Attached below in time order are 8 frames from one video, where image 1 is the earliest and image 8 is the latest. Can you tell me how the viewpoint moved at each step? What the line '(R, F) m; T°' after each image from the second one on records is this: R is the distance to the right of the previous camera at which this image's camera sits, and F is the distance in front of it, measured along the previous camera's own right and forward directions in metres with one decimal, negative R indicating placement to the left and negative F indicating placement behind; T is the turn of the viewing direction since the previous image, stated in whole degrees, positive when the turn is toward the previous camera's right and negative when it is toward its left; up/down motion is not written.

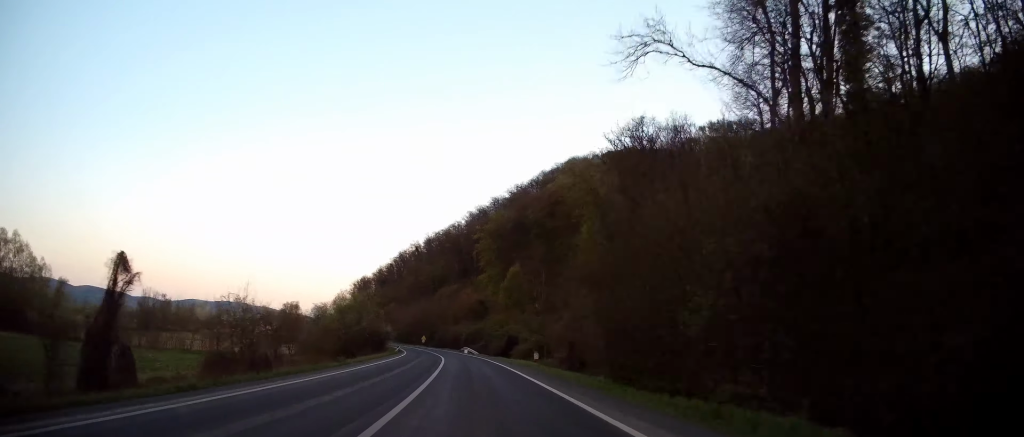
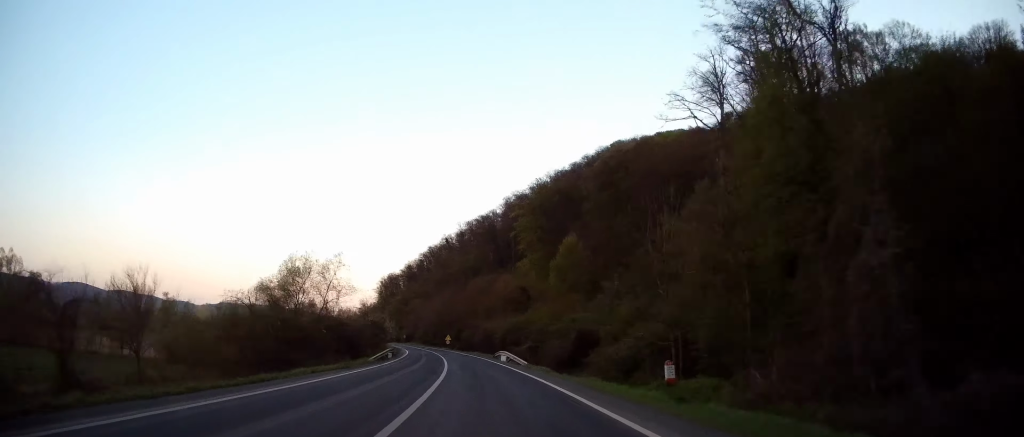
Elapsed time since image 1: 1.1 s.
(-0.8, +30.5) m; -3°
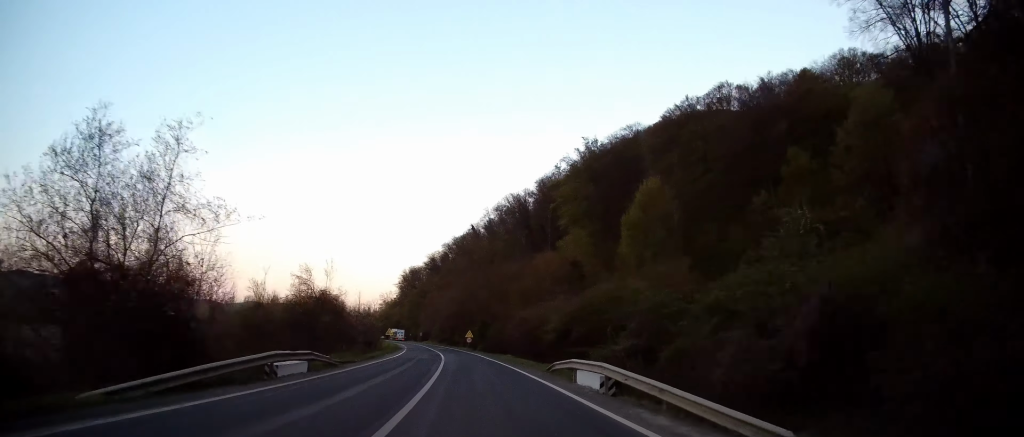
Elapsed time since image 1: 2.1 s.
(-0.9, +27.8) m; -3°
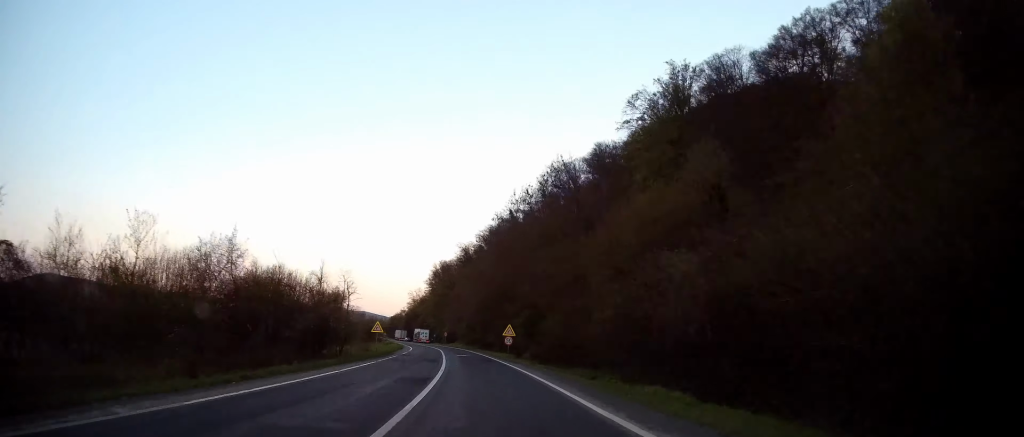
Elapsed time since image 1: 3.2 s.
(-0.9, +31.4) m; -3°
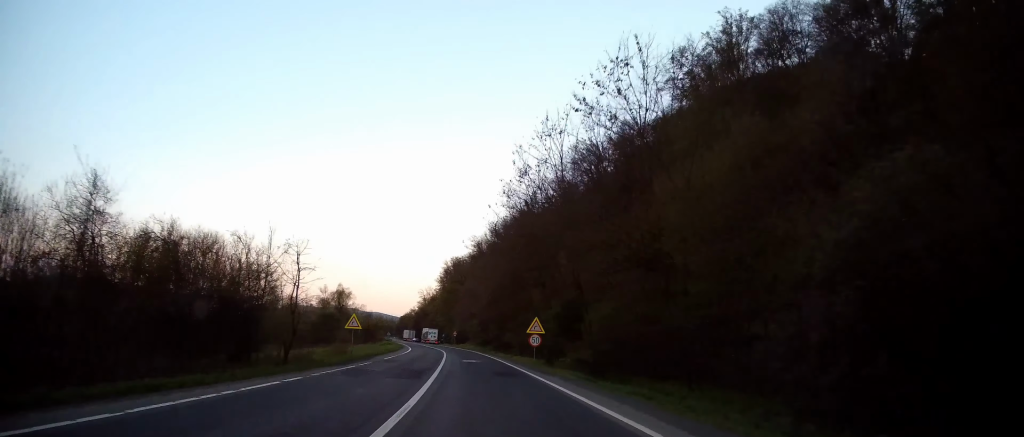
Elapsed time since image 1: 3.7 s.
(-0.1, +13.8) m; -2°
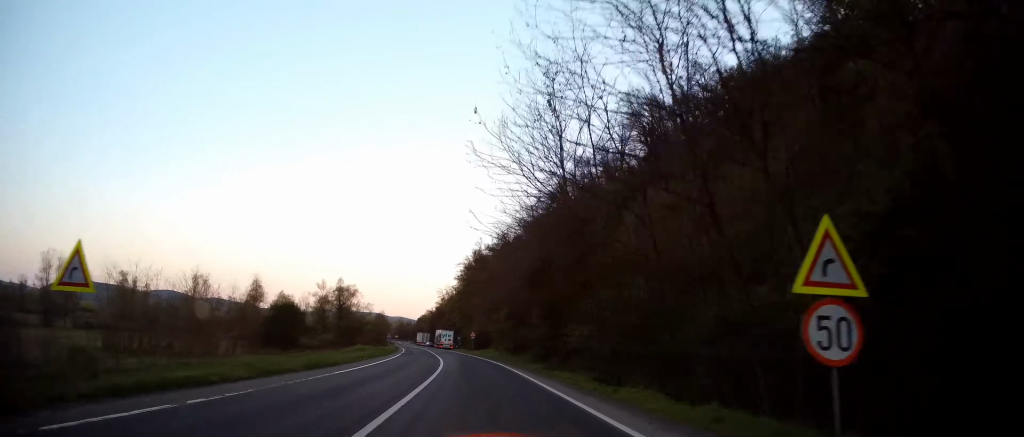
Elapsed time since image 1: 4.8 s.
(-0.9, +28.2) m; -4°
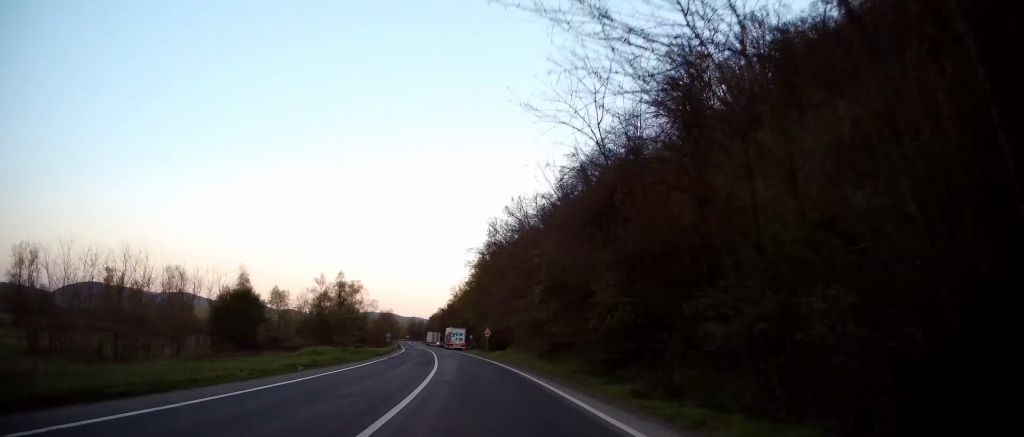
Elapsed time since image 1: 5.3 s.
(-0.3, +15.3) m; -2°
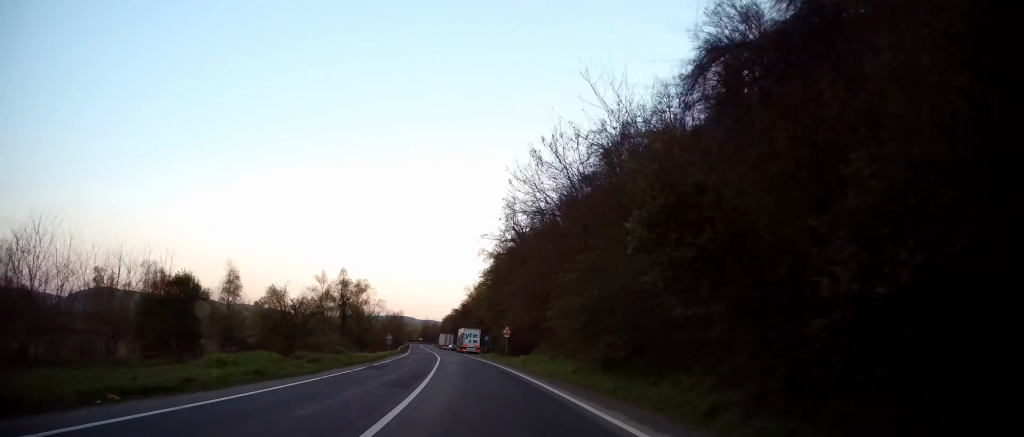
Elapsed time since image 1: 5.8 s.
(-0.2, +12.5) m; -1°
